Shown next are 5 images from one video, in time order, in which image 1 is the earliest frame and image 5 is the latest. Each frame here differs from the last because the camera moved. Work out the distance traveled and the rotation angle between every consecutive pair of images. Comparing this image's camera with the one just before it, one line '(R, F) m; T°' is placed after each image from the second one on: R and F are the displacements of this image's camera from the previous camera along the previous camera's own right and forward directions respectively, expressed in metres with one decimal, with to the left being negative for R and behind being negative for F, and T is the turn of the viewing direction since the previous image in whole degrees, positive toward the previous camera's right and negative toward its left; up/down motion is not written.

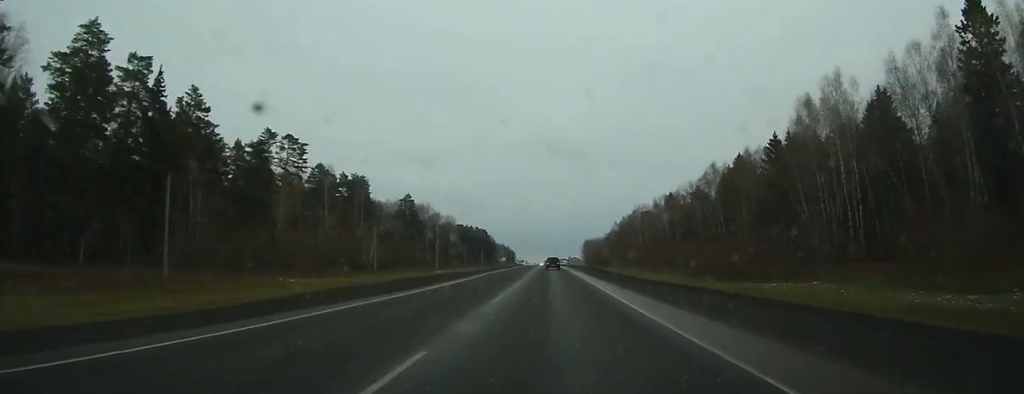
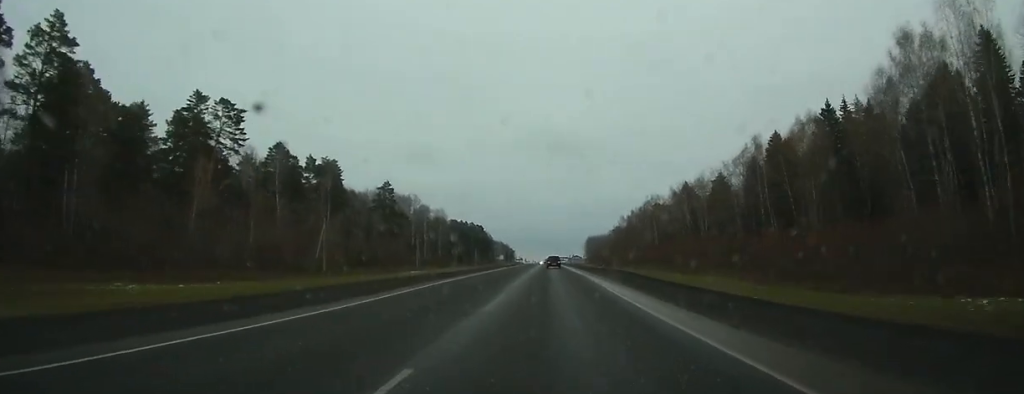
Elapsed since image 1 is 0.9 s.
(-0.1, +25.5) m; 0°
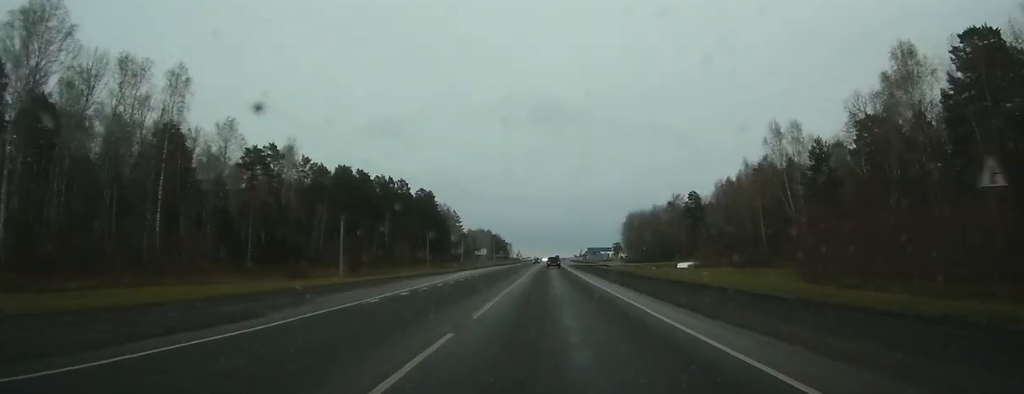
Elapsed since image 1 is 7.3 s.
(+0.1, +177.1) m; 0°
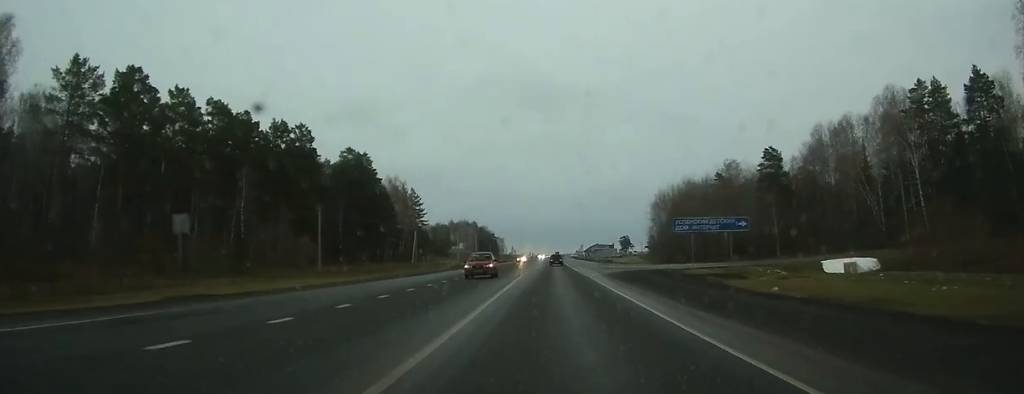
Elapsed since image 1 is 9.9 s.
(-0.3, +71.4) m; 0°
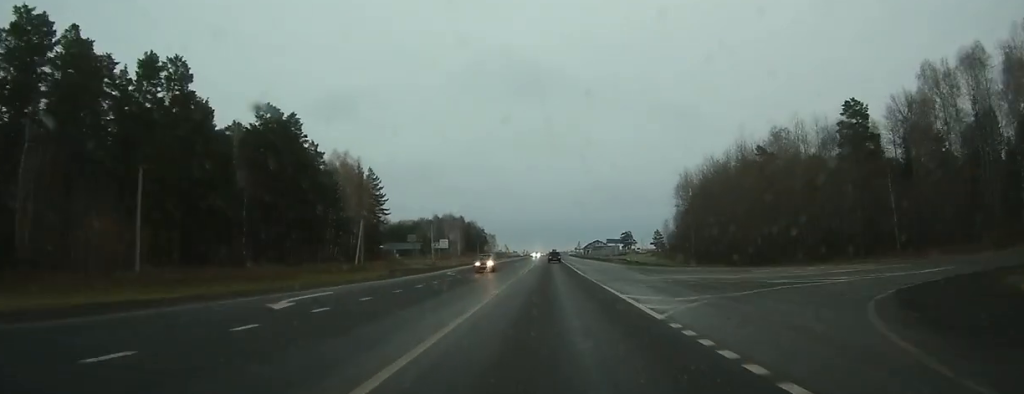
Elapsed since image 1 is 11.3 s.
(-0.1, +38.0) m; 0°
